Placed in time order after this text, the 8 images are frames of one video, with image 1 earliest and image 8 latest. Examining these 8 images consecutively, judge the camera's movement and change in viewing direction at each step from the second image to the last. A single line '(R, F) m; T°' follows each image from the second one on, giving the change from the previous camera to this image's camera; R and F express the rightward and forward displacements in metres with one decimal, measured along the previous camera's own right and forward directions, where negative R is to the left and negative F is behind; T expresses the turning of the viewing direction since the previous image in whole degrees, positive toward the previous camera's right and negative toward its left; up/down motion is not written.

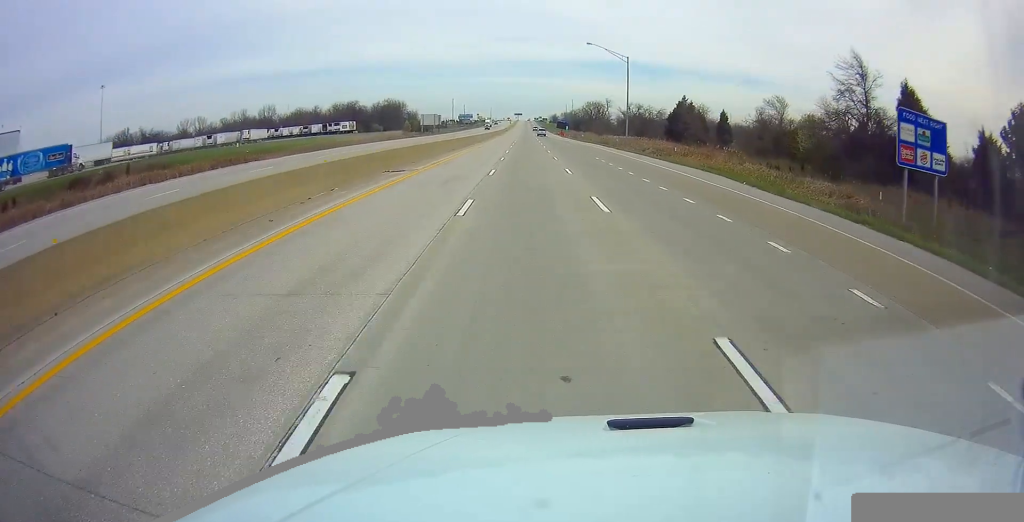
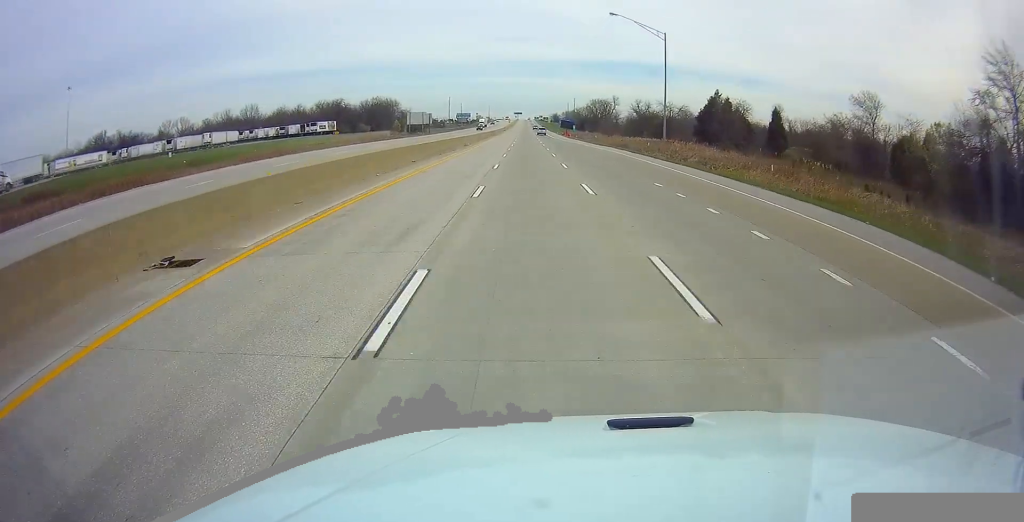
(-0.5, +20.6) m; 0°
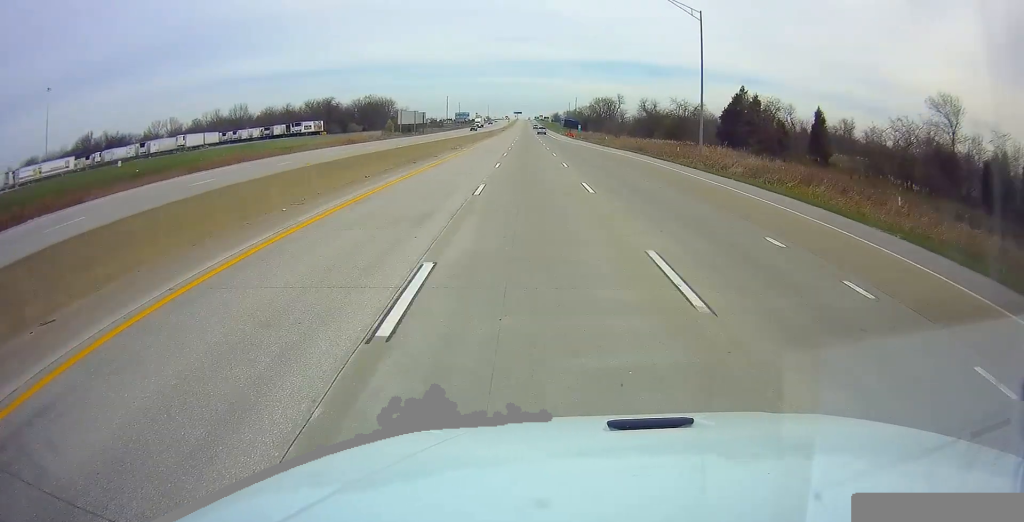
(0.0, +11.8) m; 0°
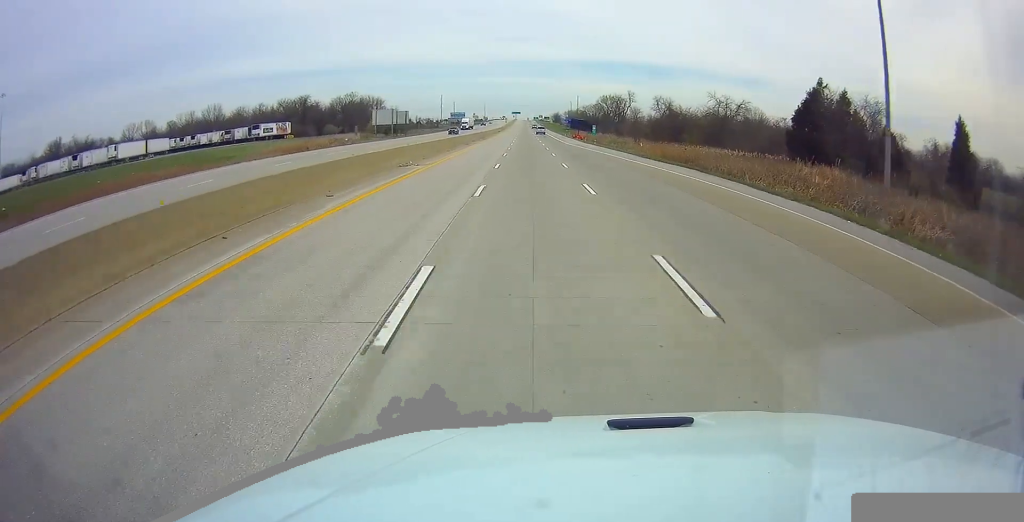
(+0.5, +24.5) m; +1°
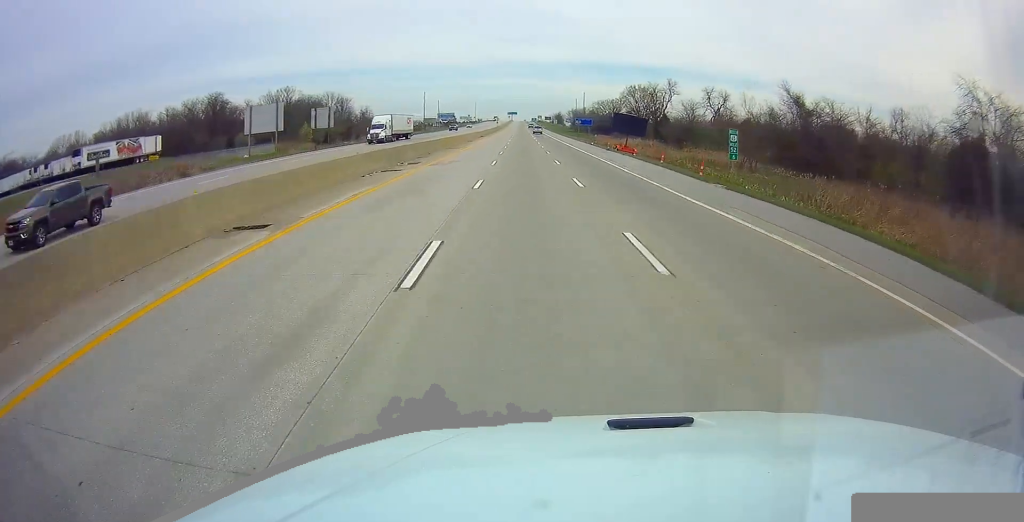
(-1.4, +58.8) m; -1°
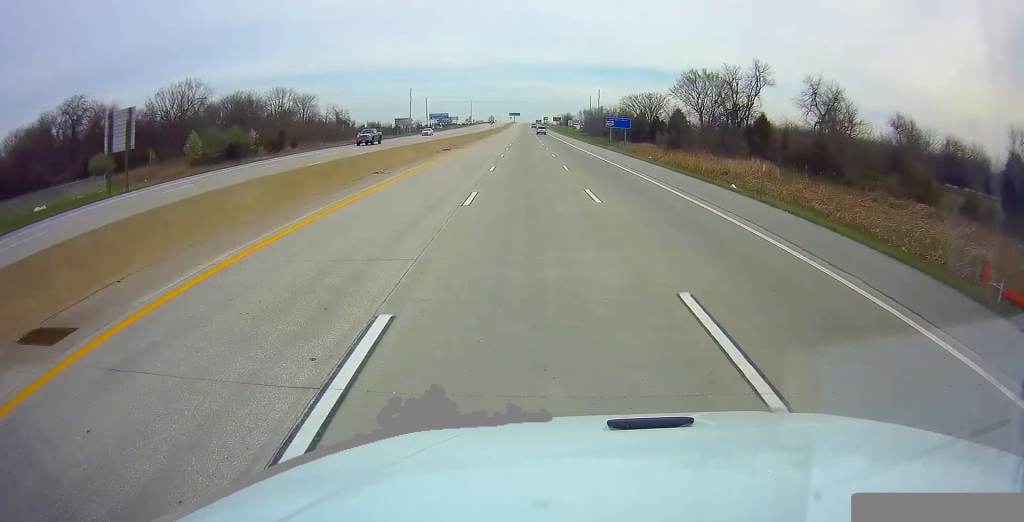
(0.0, +52.7) m; 0°
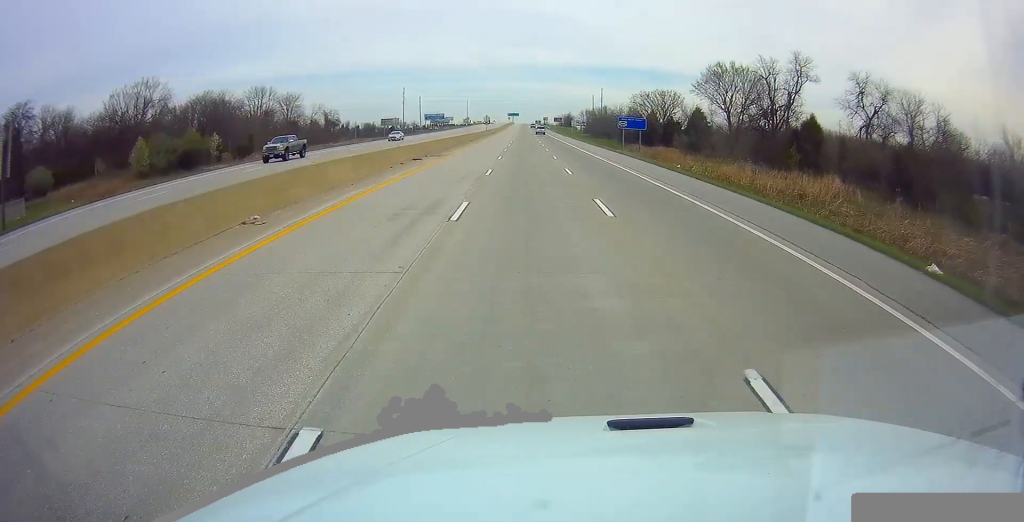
(+0.2, +14.7) m; 0°
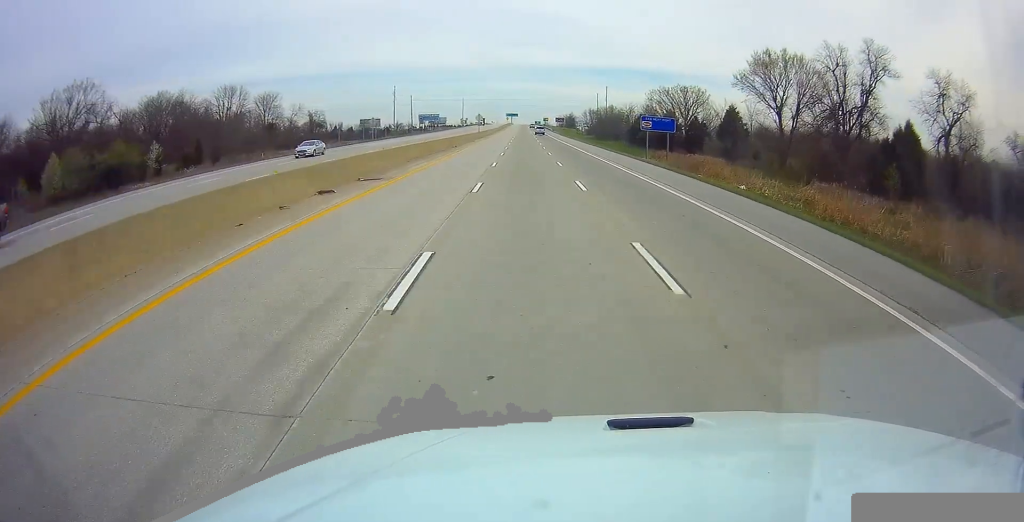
(+0.3, +18.7) m; +1°
